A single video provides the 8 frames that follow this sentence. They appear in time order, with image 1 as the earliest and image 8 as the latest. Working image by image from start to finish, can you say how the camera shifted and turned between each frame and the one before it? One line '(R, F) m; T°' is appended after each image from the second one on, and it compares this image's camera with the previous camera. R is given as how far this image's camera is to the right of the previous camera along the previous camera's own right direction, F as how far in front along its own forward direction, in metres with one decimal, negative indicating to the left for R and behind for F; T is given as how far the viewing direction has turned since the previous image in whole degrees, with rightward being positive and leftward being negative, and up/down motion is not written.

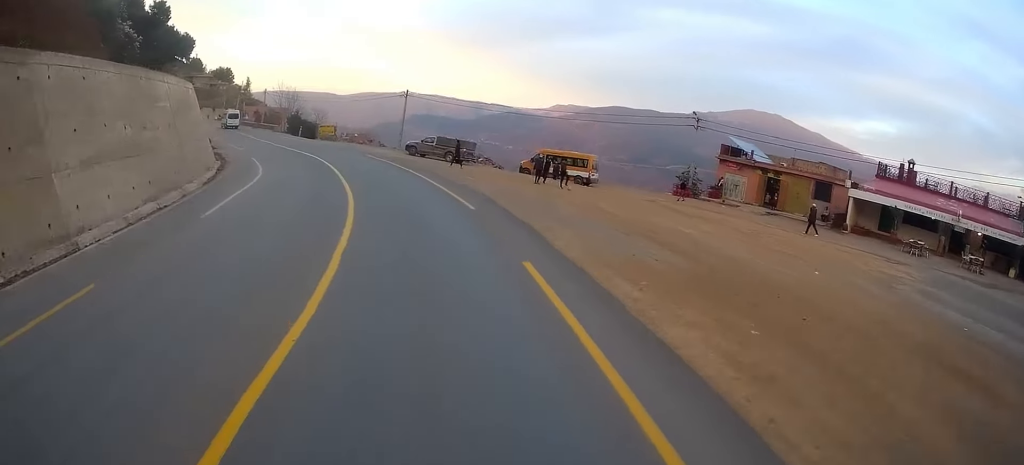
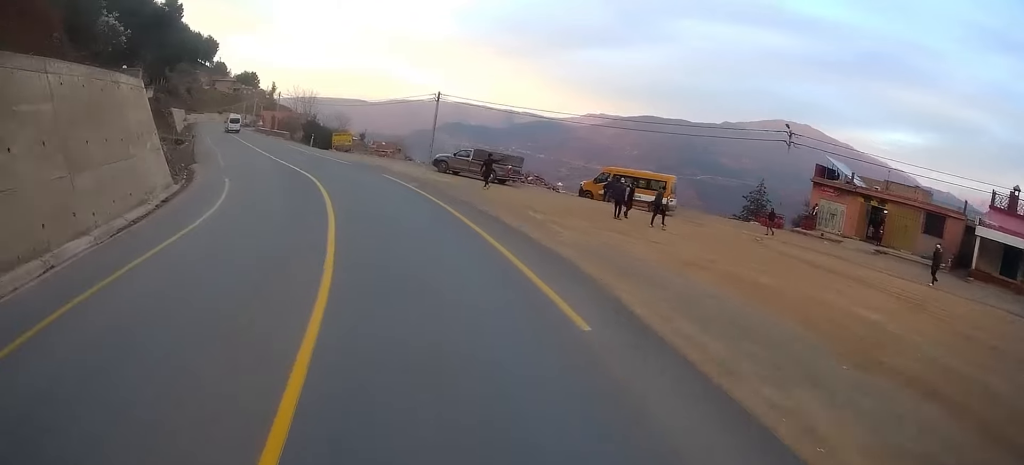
(-0.3, +9.4) m; -5°
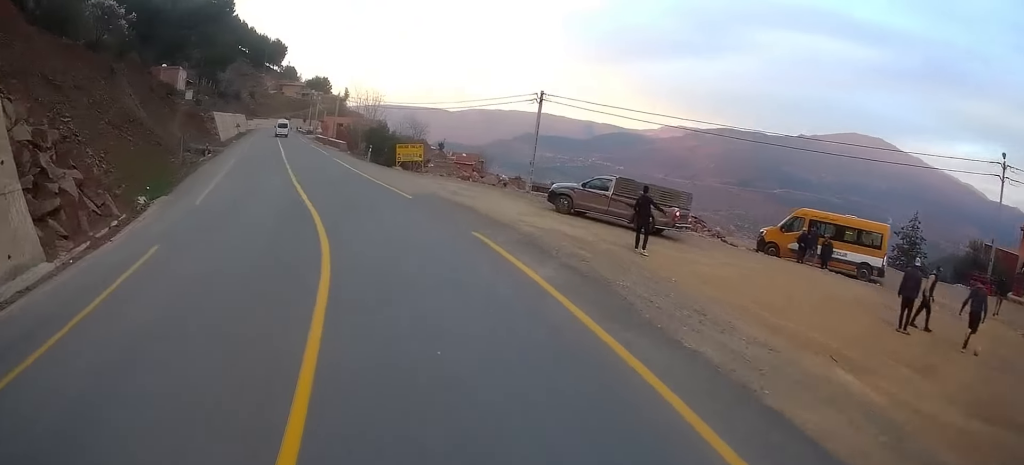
(-1.1, +13.6) m; -6°
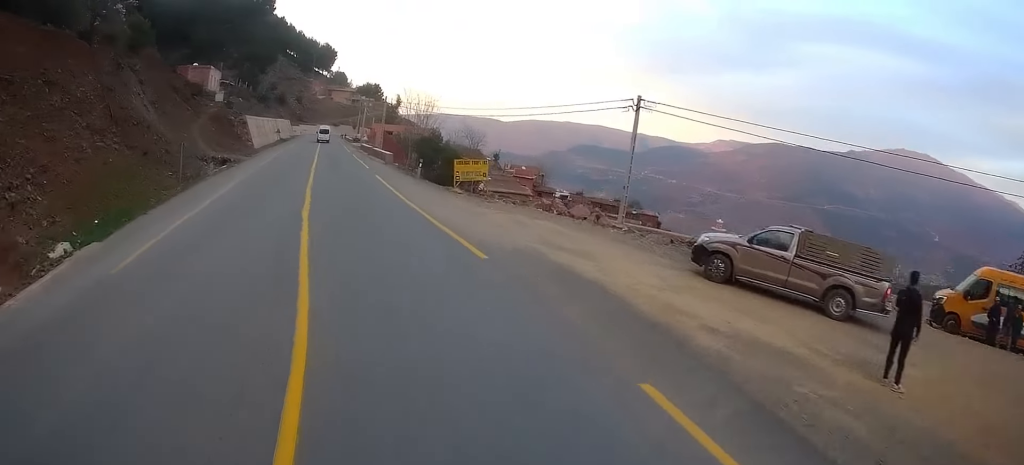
(+0.3, +8.5) m; -4°
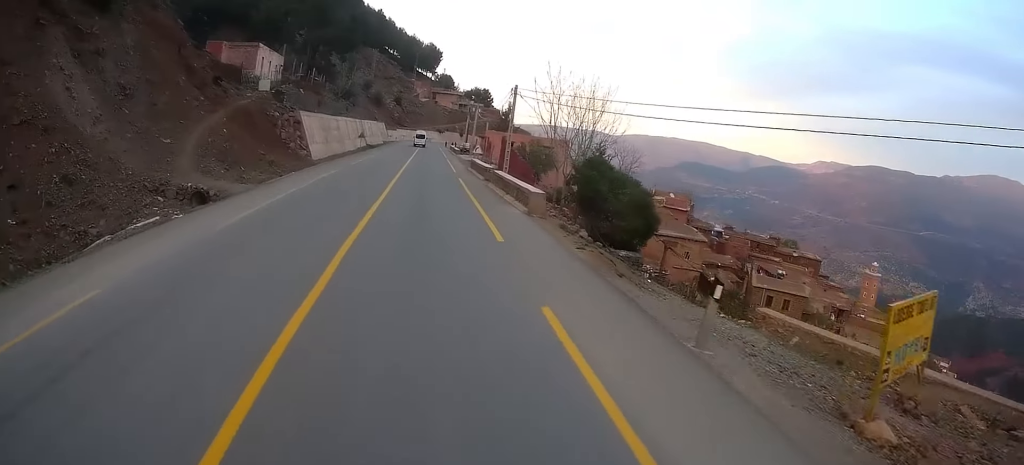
(-2.0, +23.5) m; -5°
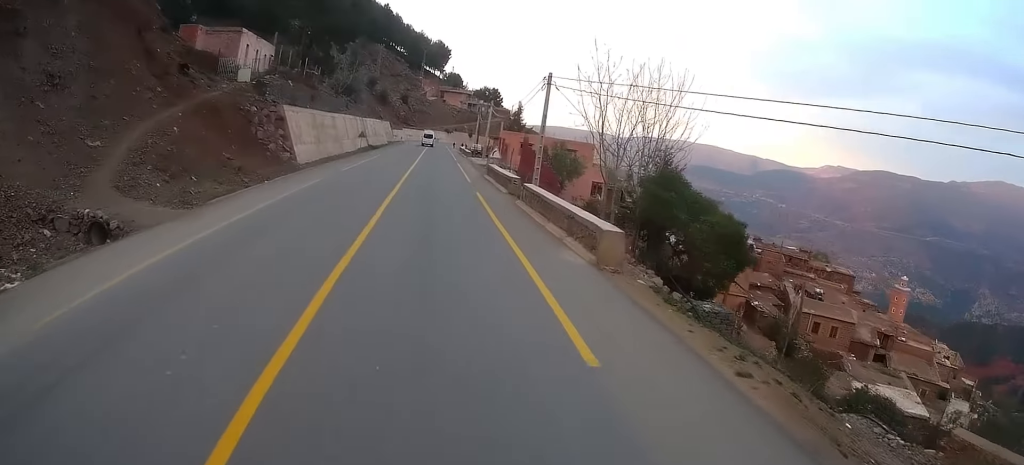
(0.0, +8.2) m; 0°
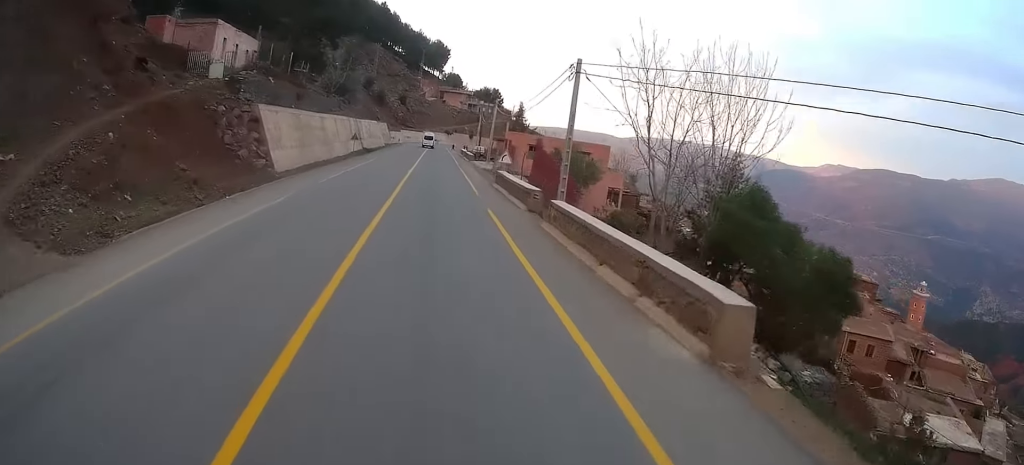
(-0.1, +6.0) m; -1°
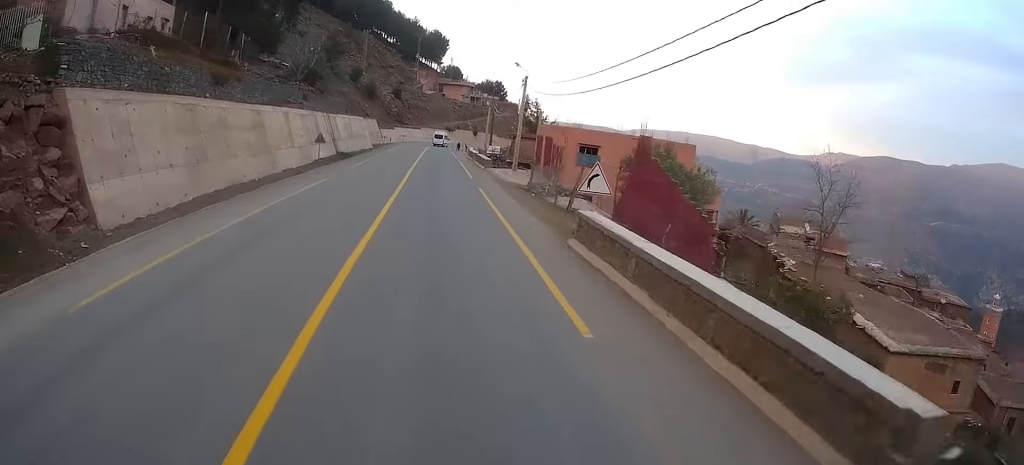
(-0.2, +20.0) m; -1°
